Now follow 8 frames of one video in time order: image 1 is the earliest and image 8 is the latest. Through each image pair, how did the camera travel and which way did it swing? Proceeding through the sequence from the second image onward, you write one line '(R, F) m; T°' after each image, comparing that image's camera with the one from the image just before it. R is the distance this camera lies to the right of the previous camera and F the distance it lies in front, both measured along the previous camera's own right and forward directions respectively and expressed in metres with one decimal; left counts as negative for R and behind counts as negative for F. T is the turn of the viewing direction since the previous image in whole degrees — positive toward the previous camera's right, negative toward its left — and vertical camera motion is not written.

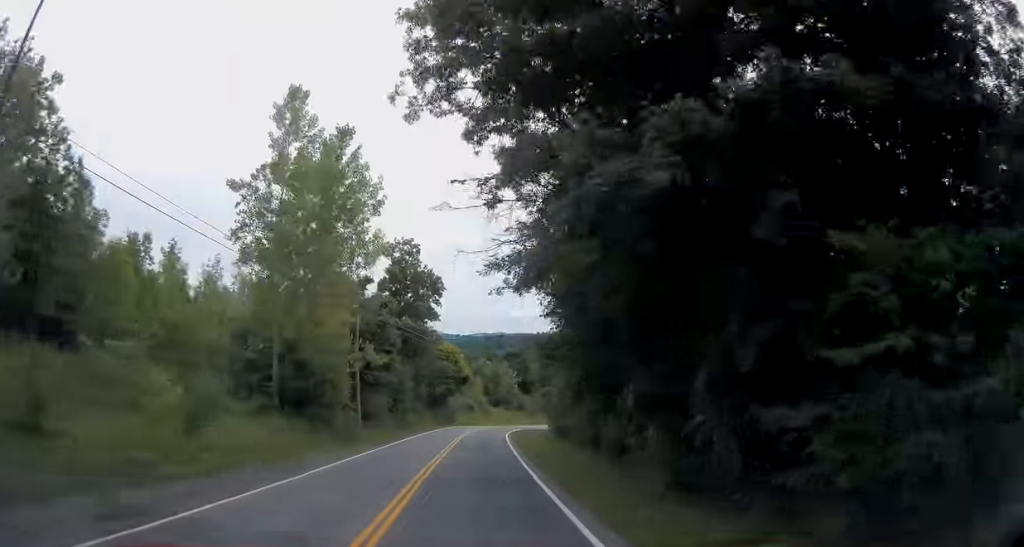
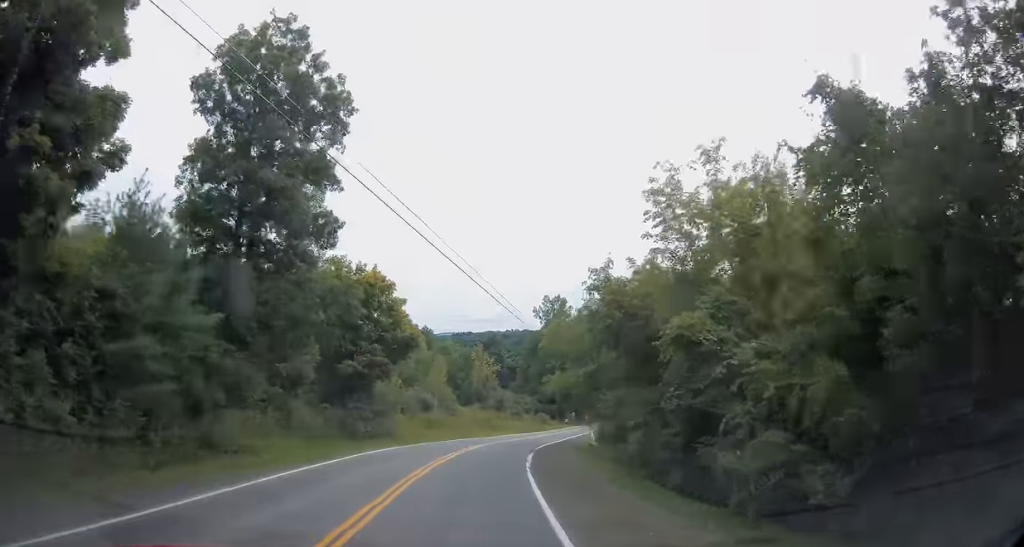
(+1.1, +41.2) m; +4°
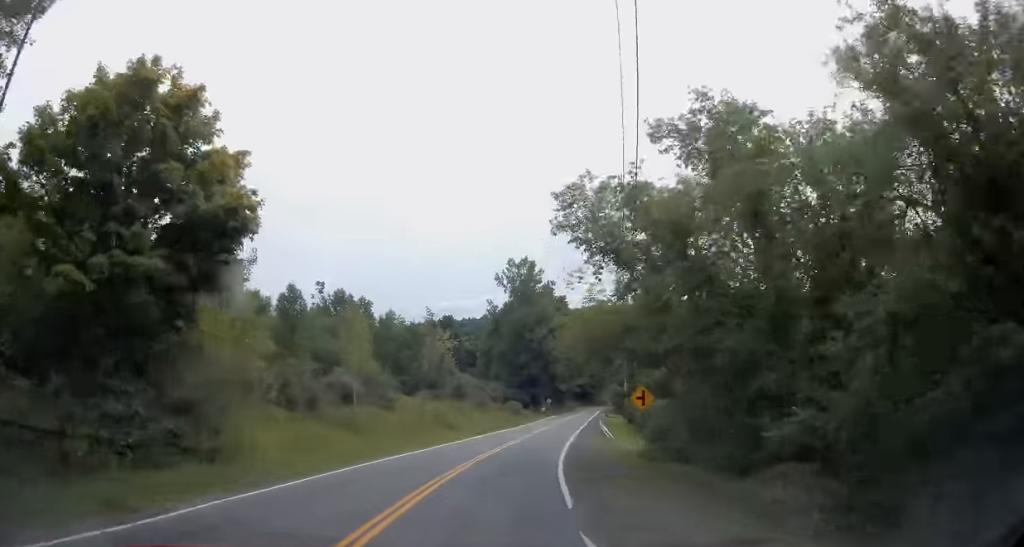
(+0.9, +24.8) m; +5°
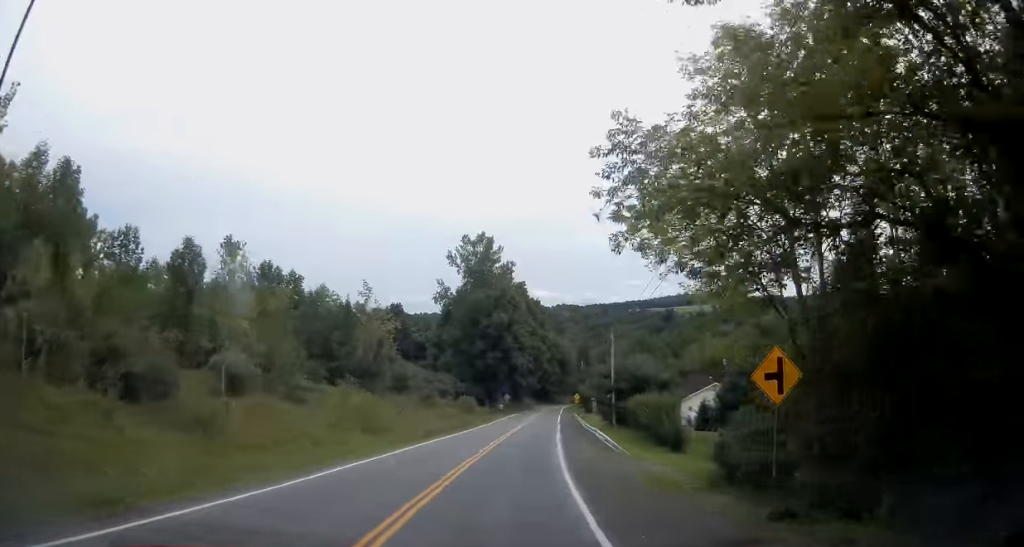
(+0.4, +14.3) m; +3°
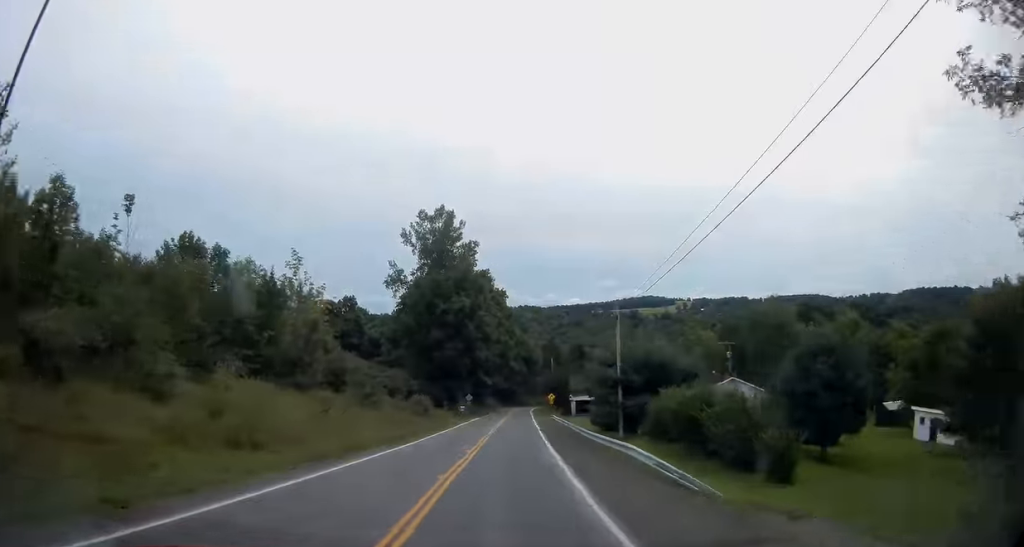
(+0.3, +13.7) m; +3°
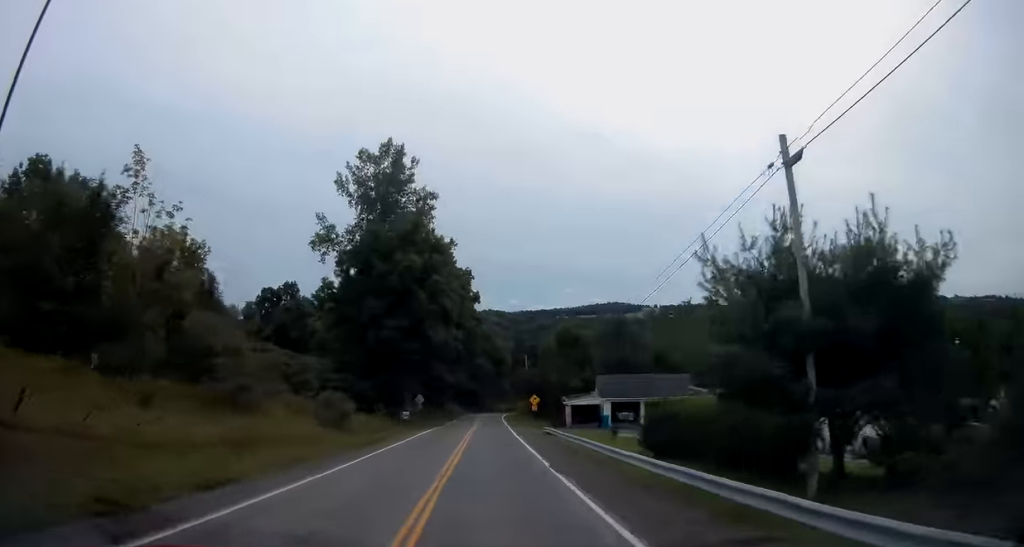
(+0.8, +23.1) m; +4°
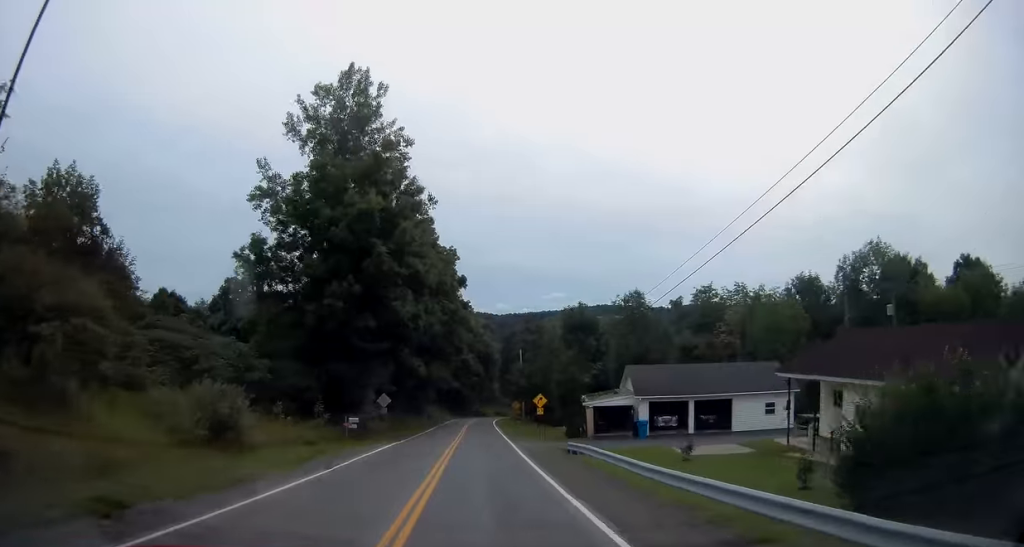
(+0.4, +15.5) m; +1°
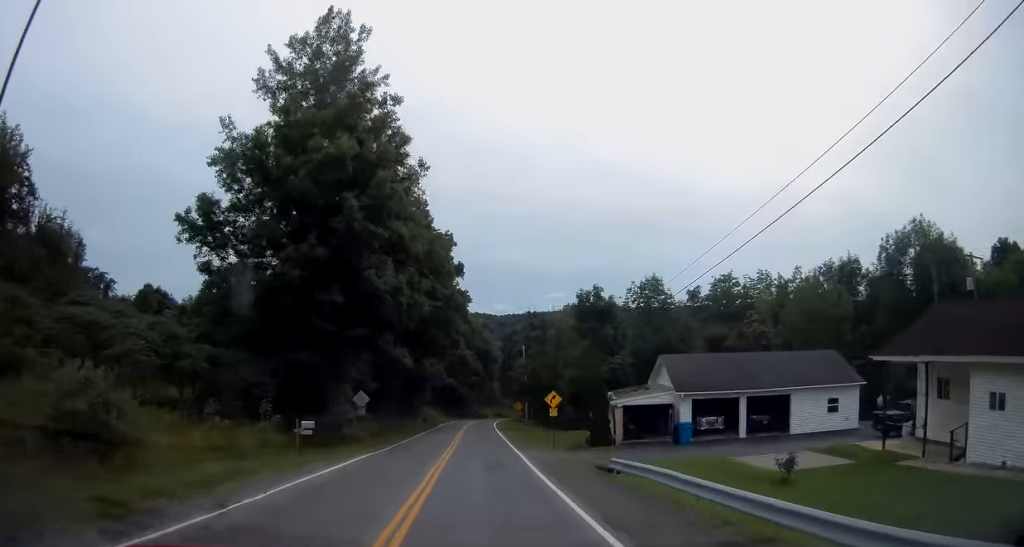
(-0.1, +8.1) m; 0°
